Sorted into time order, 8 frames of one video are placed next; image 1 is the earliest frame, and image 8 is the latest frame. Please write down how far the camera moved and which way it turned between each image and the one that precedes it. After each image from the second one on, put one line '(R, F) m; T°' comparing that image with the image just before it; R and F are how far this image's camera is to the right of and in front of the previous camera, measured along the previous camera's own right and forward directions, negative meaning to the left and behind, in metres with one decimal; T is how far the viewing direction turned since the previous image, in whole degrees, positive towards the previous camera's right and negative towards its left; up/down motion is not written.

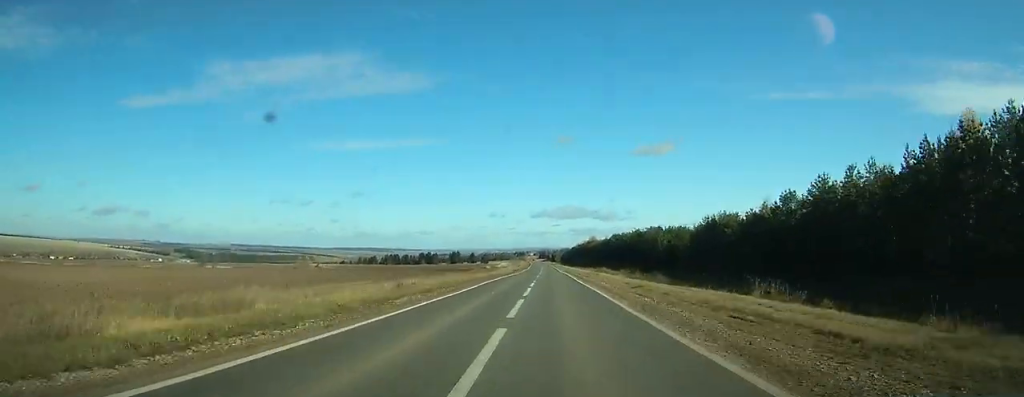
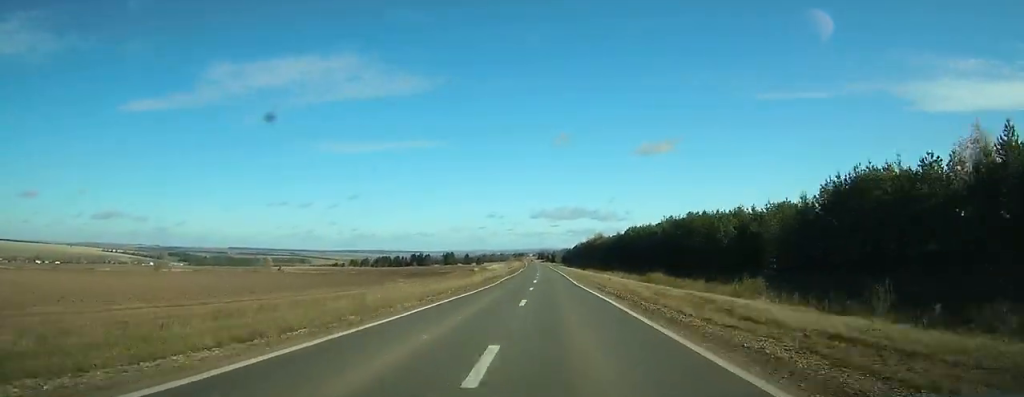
(-0.2, +42.6) m; -1°
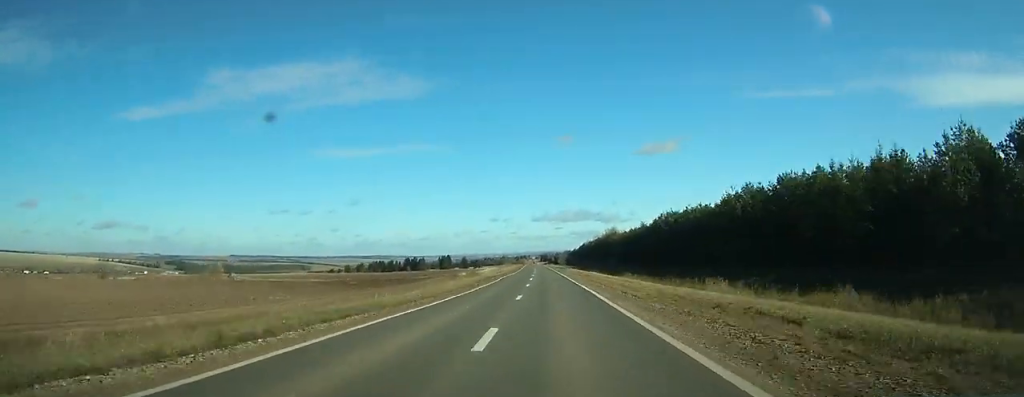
(-0.5, +44.9) m; -1°
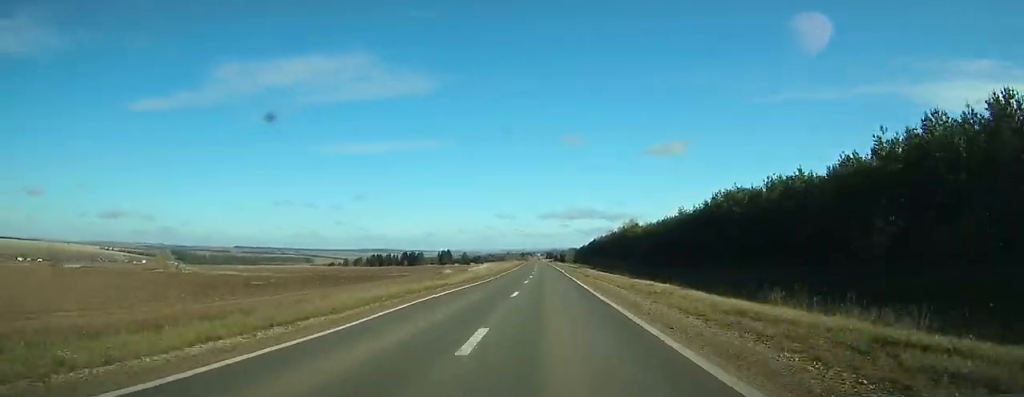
(-0.3, +35.8) m; -1°
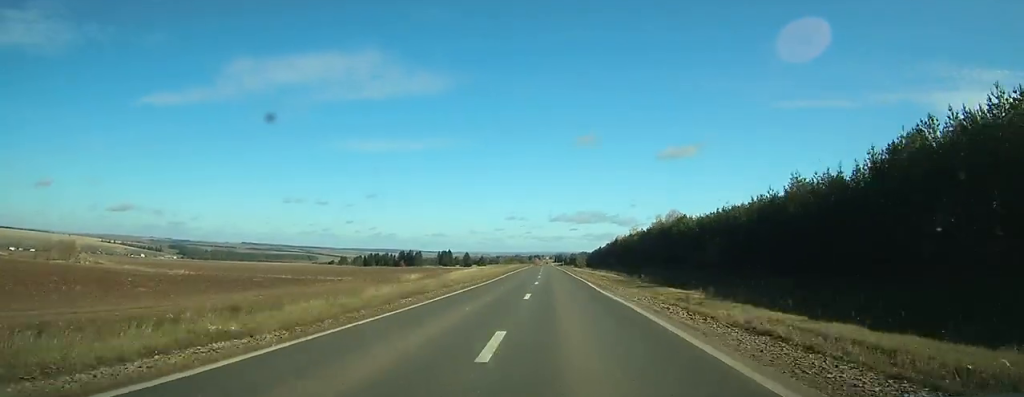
(-0.3, +47.3) m; -1°
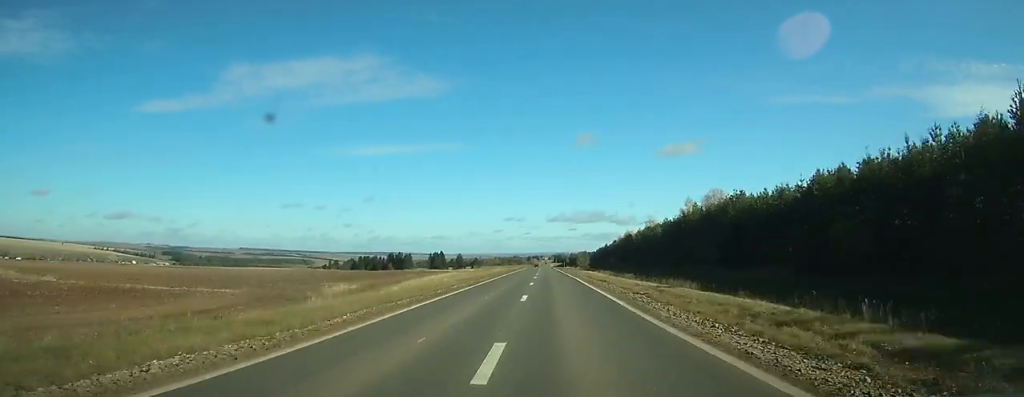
(-0.2, +35.6) m; 0°
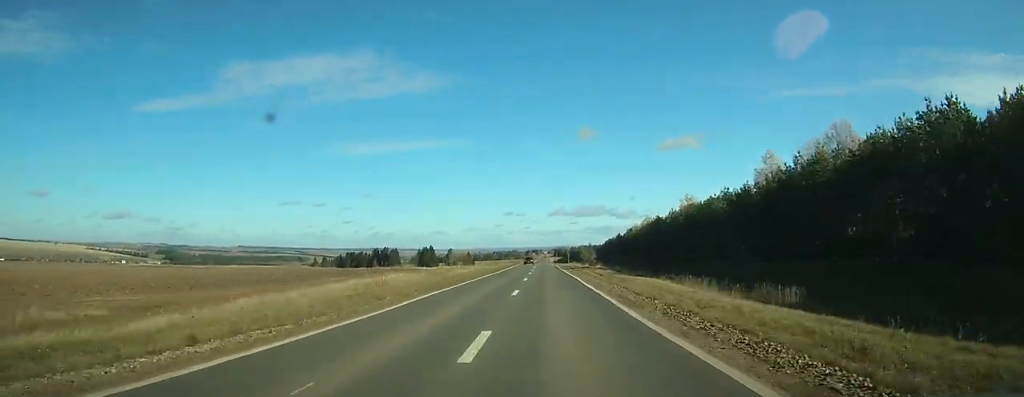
(0.0, +44.1) m; 0°
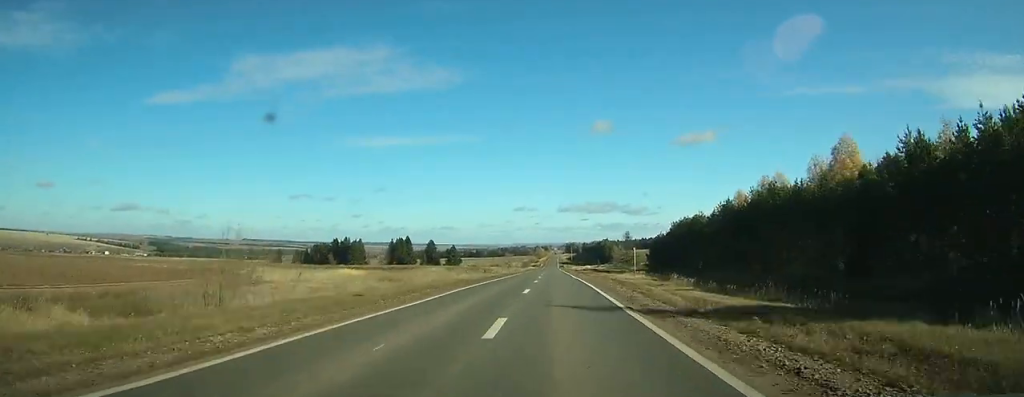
(-0.2, +102.9) m; 0°
